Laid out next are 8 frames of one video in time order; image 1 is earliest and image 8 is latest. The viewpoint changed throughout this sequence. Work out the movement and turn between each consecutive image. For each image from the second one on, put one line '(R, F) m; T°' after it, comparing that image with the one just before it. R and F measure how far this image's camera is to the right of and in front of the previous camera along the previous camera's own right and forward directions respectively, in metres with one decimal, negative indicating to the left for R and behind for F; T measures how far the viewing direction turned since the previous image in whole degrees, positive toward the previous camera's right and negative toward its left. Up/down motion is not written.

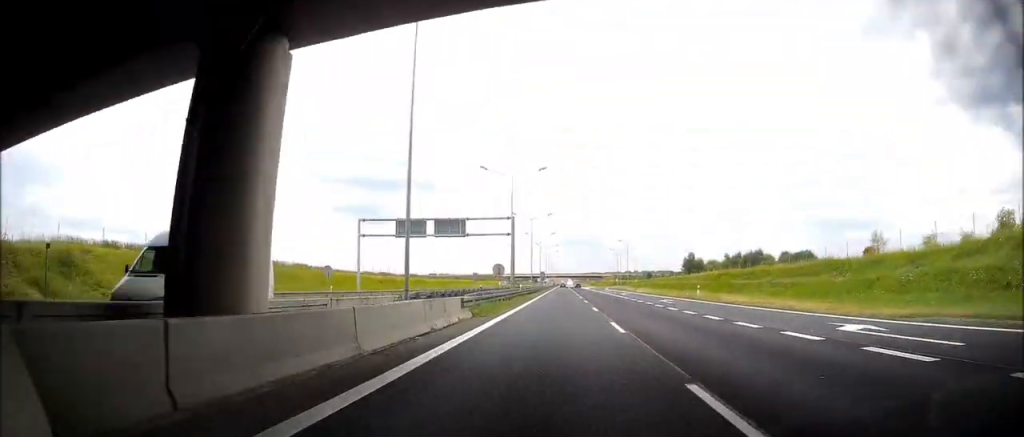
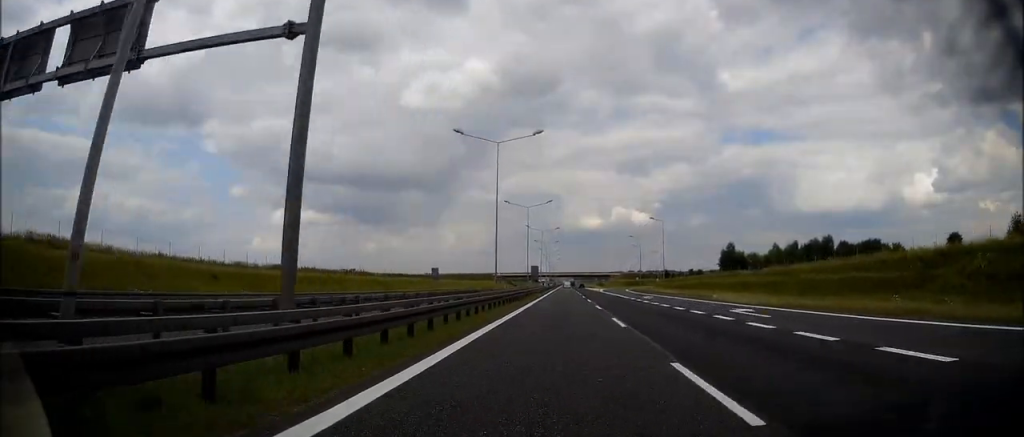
(-0.4, +47.7) m; -1°
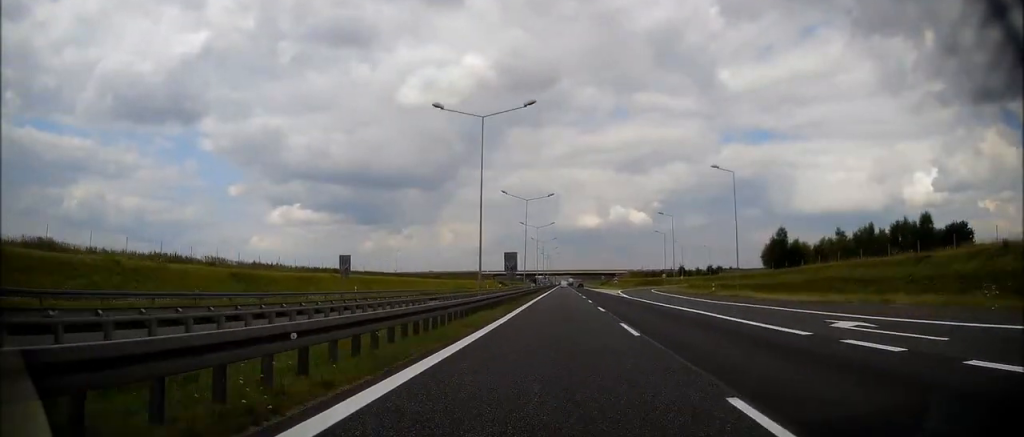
(+0.1, +41.3) m; +1°
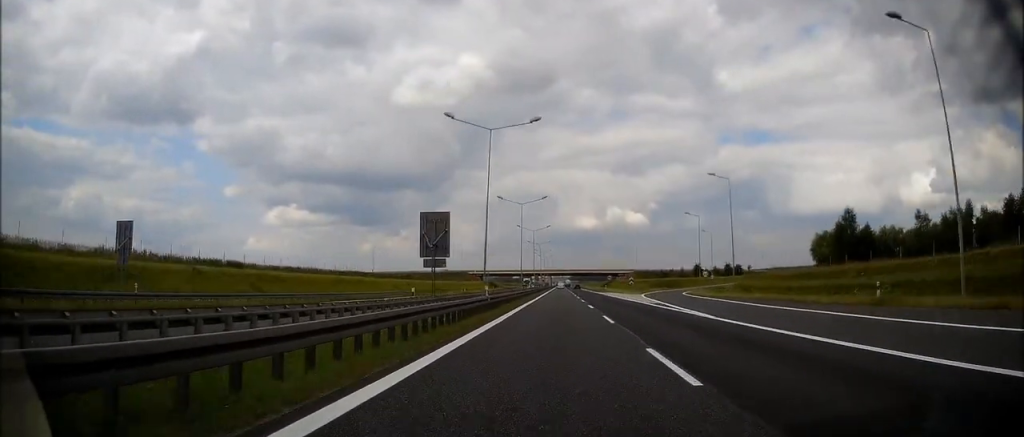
(+0.1, +32.7) m; 0°
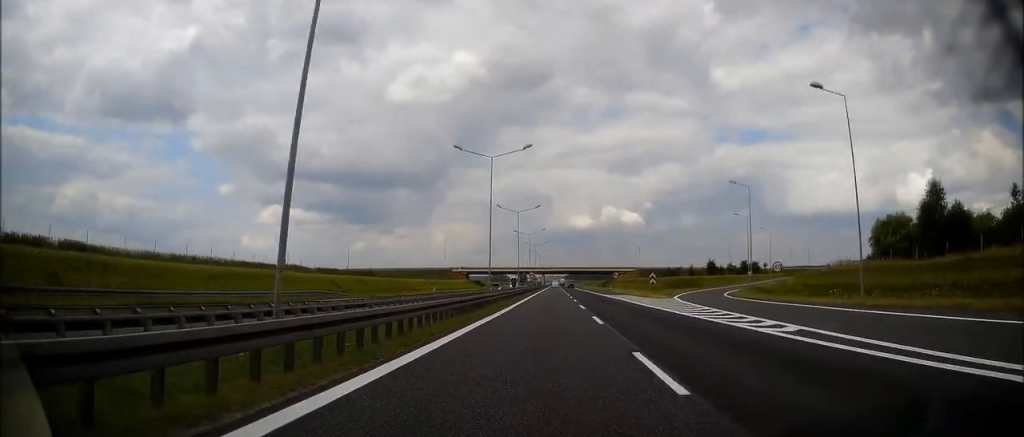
(0.0, +26.2) m; 0°
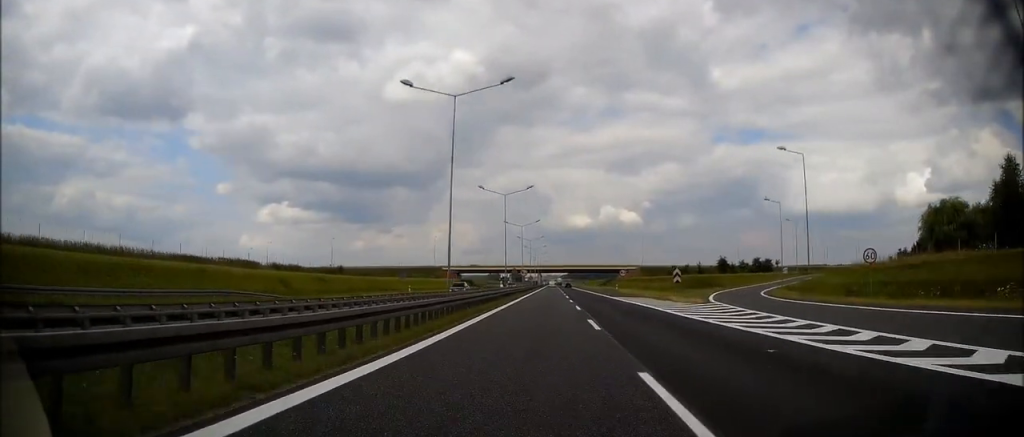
(0.0, +15.3) m; 0°
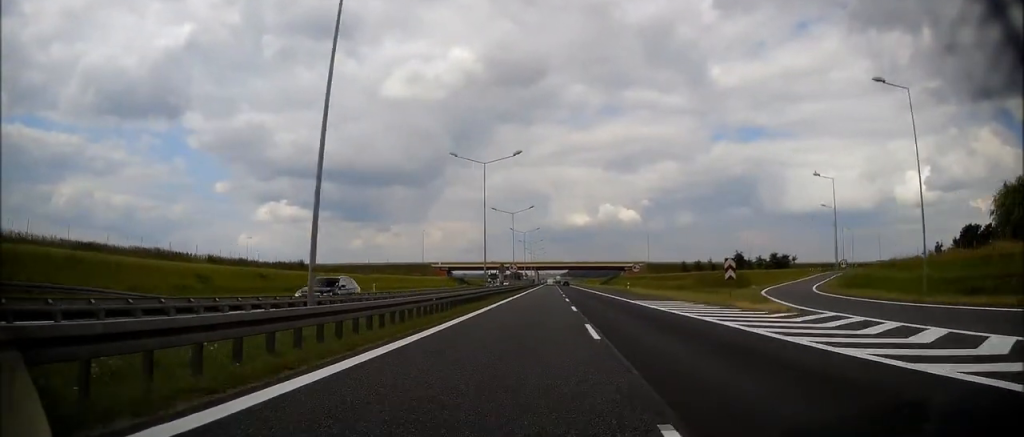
(0.0, +16.4) m; 0°
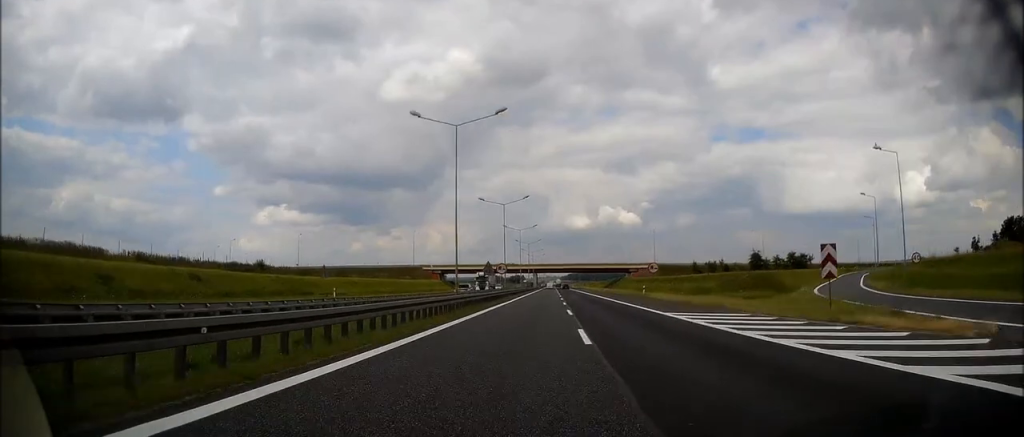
(0.0, +13.1) m; 0°
